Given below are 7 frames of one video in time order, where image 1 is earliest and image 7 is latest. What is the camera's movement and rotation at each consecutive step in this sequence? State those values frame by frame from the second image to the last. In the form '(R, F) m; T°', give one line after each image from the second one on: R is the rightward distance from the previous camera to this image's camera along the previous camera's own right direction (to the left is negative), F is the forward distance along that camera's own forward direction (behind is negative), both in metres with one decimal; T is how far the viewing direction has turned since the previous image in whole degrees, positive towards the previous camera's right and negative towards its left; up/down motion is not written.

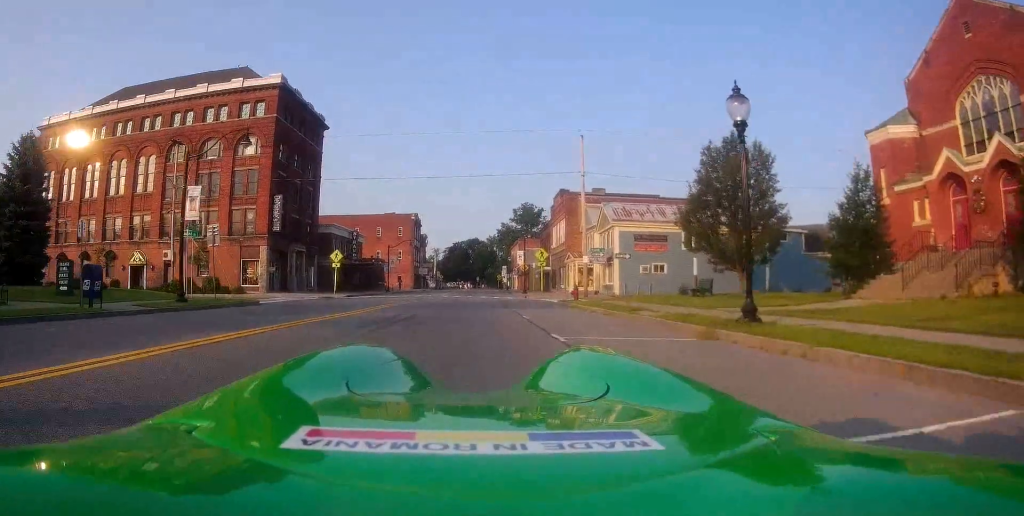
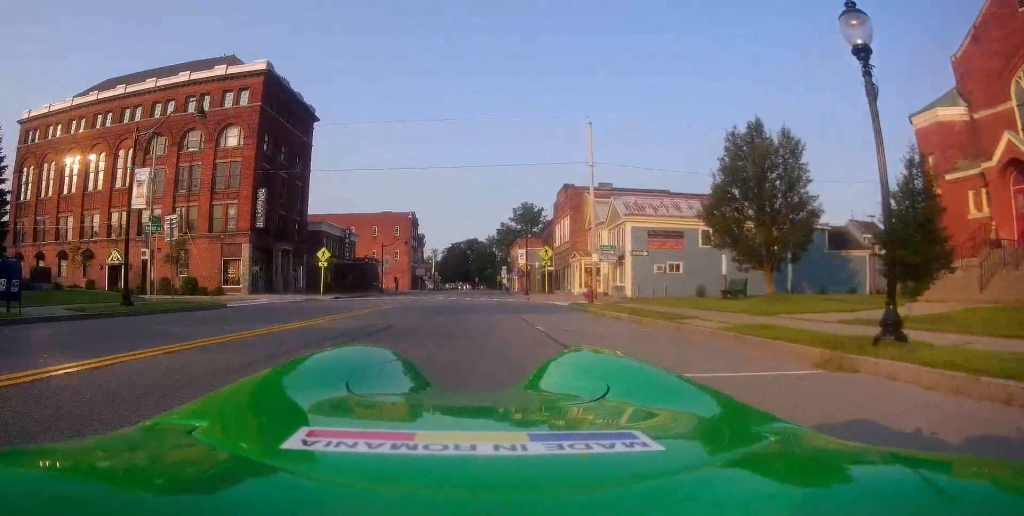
(+0.2, +3.6) m; -1°
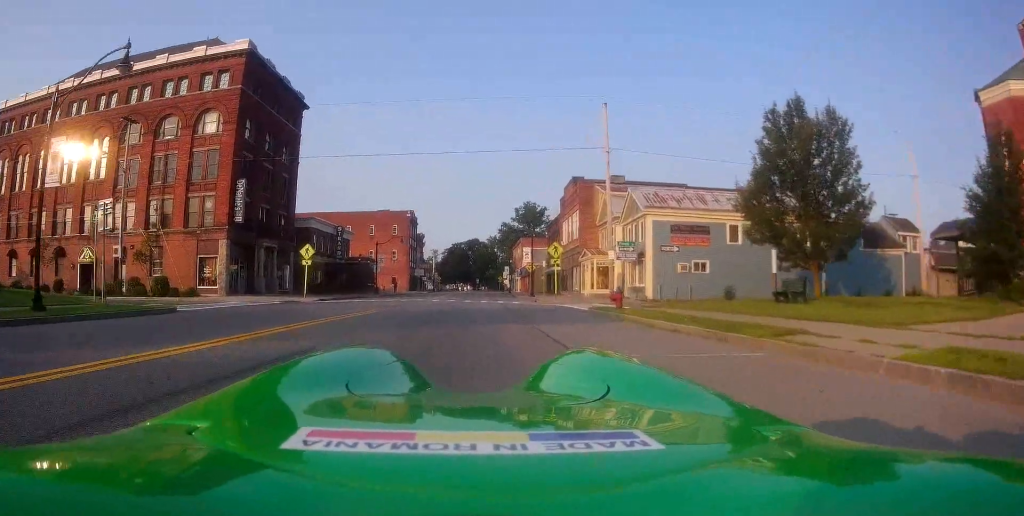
(-0.3, +4.6) m; 0°
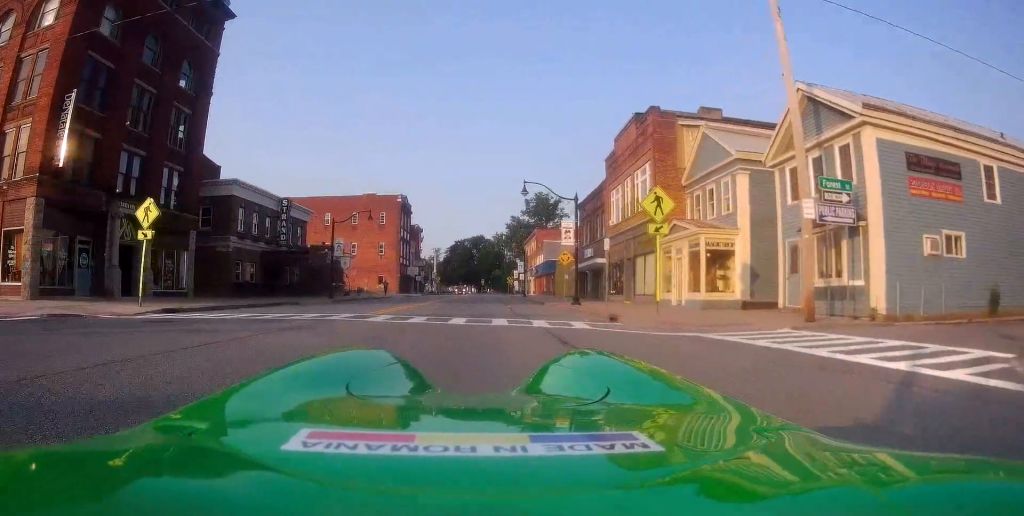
(+0.2, +20.1) m; 0°
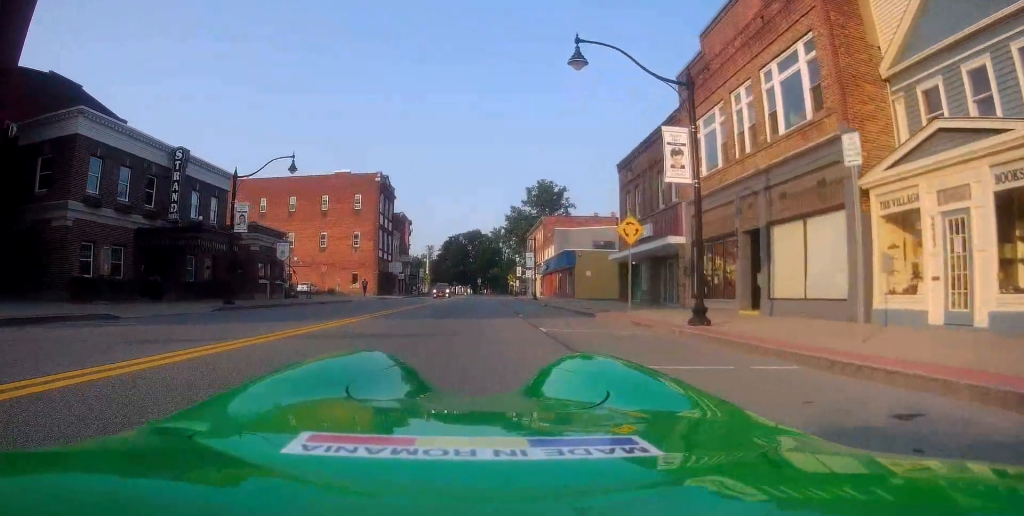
(+0.6, +16.4) m; +2°
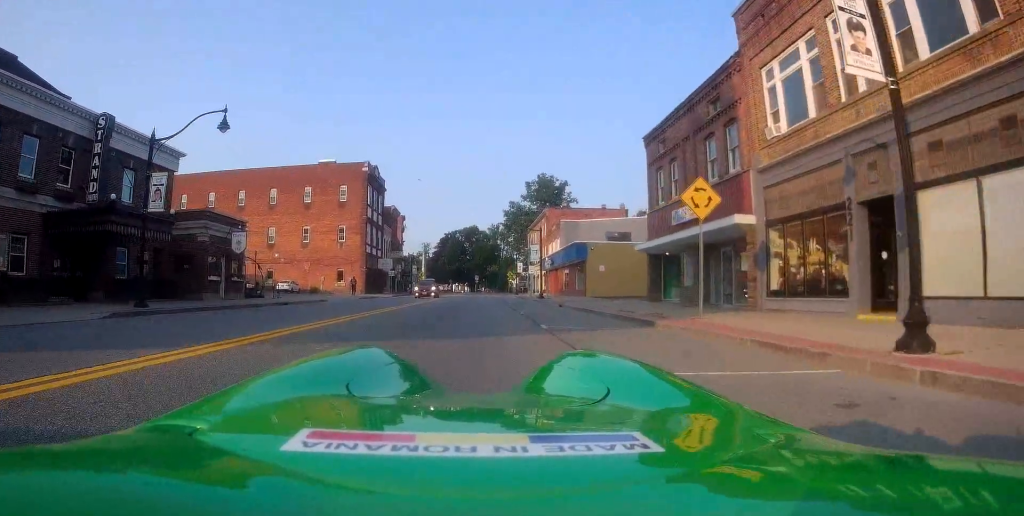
(-0.1, +6.9) m; -1°
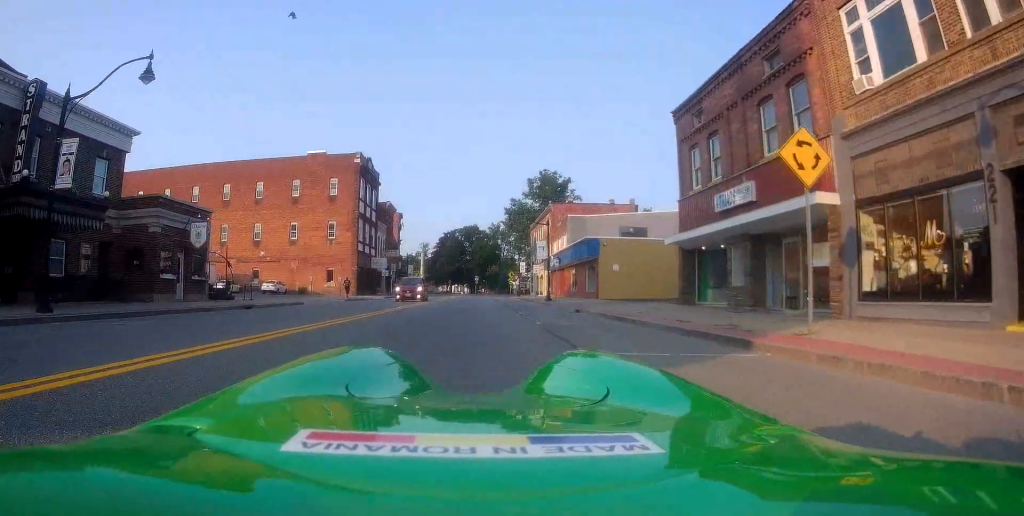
(+0.3, +4.7) m; -2°
